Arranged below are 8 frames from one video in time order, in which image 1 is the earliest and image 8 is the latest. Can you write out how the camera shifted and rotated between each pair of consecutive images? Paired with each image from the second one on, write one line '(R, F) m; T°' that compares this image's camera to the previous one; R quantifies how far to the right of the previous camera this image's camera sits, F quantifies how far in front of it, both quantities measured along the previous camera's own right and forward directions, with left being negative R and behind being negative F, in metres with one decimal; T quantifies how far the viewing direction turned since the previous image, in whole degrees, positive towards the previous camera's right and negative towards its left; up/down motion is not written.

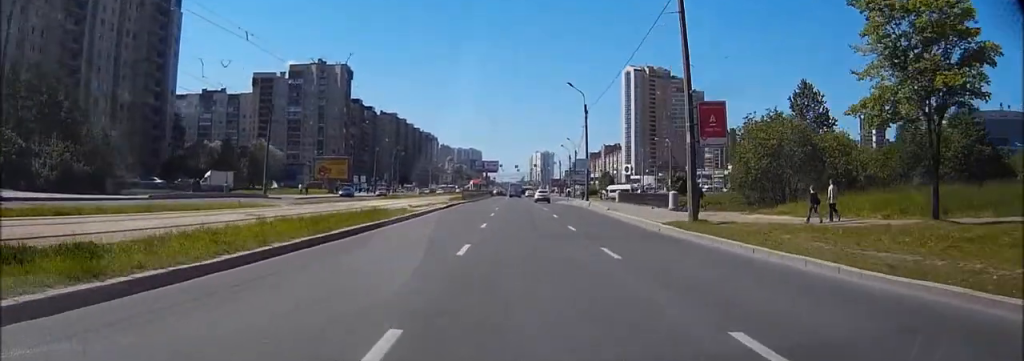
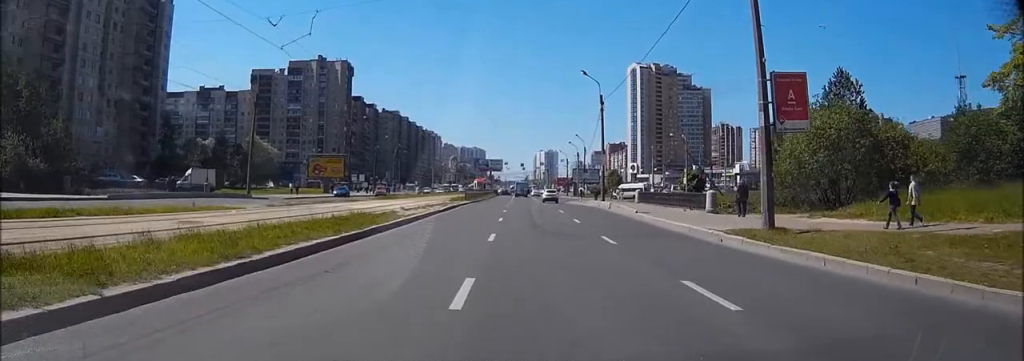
(0.0, +7.4) m; 0°
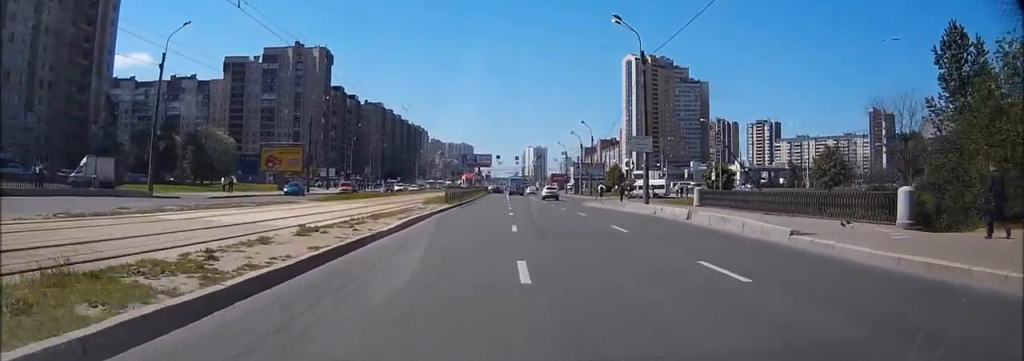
(+0.1, +21.6) m; +1°
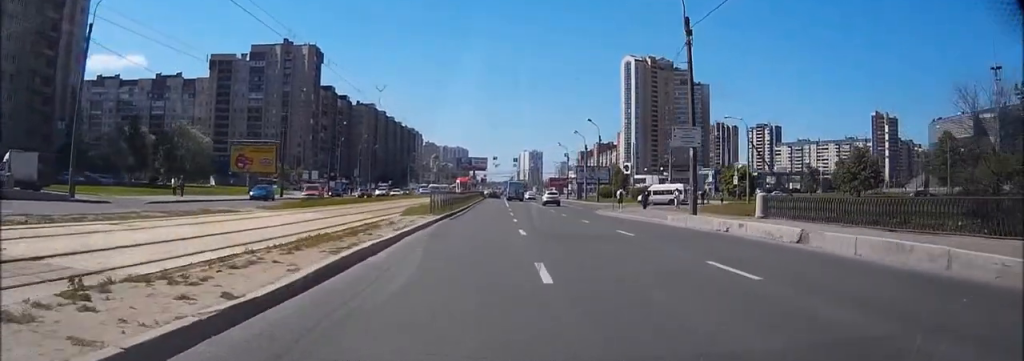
(+0.1, +11.3) m; +1°
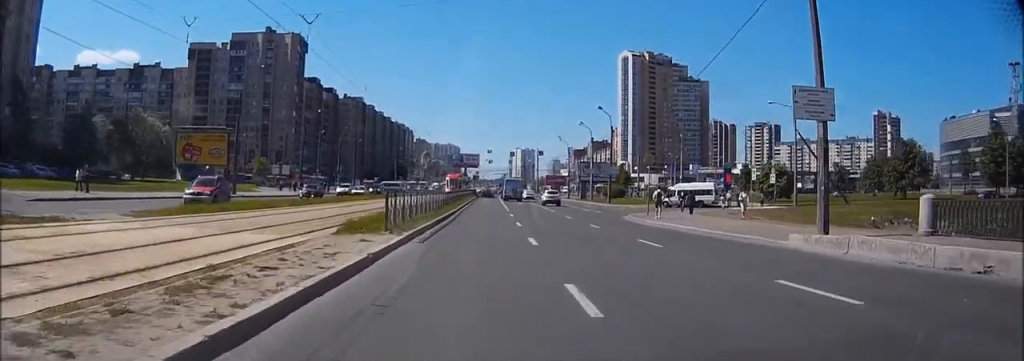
(+0.1, +15.0) m; 0°
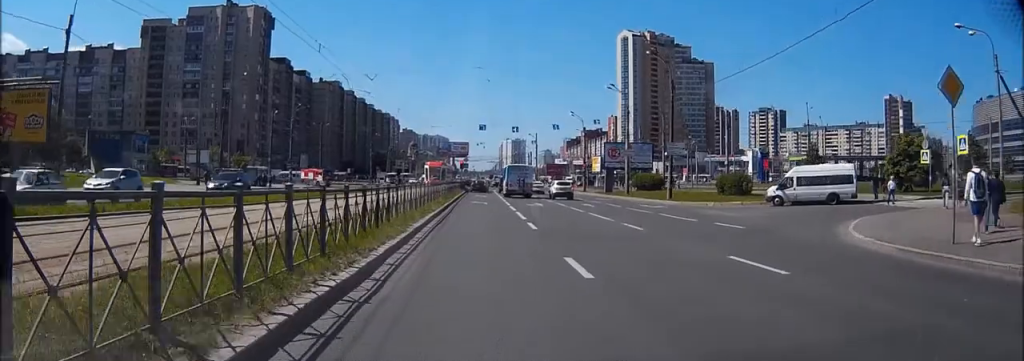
(+0.1, +31.7) m; +1°
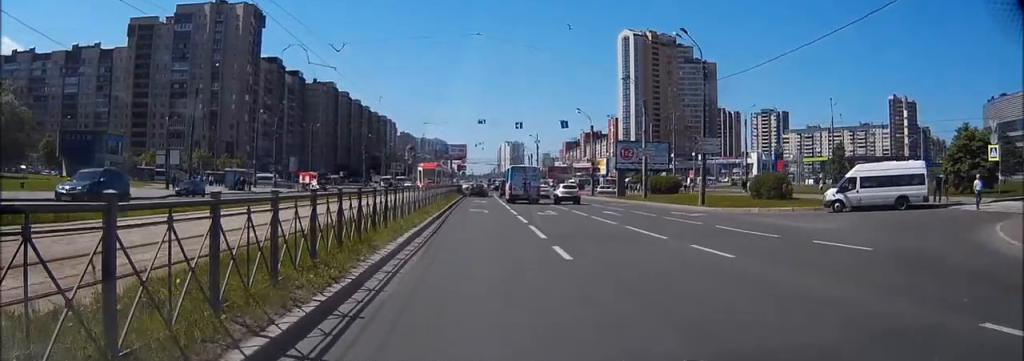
(+0.1, +8.4) m; +1°
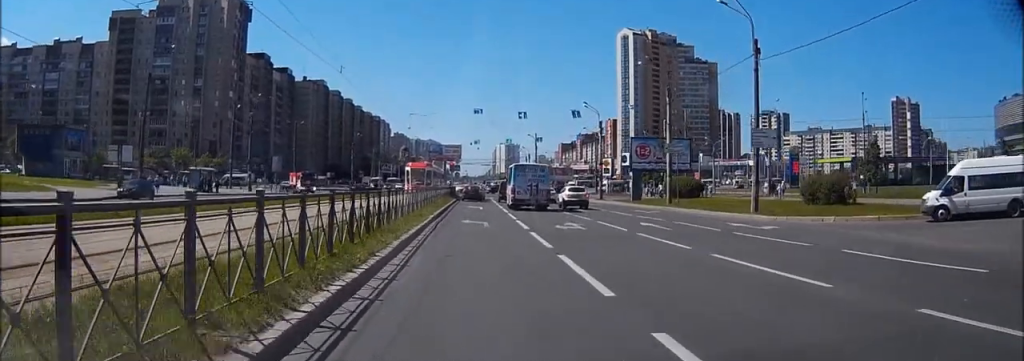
(+0.1, +9.9) m; +1°
